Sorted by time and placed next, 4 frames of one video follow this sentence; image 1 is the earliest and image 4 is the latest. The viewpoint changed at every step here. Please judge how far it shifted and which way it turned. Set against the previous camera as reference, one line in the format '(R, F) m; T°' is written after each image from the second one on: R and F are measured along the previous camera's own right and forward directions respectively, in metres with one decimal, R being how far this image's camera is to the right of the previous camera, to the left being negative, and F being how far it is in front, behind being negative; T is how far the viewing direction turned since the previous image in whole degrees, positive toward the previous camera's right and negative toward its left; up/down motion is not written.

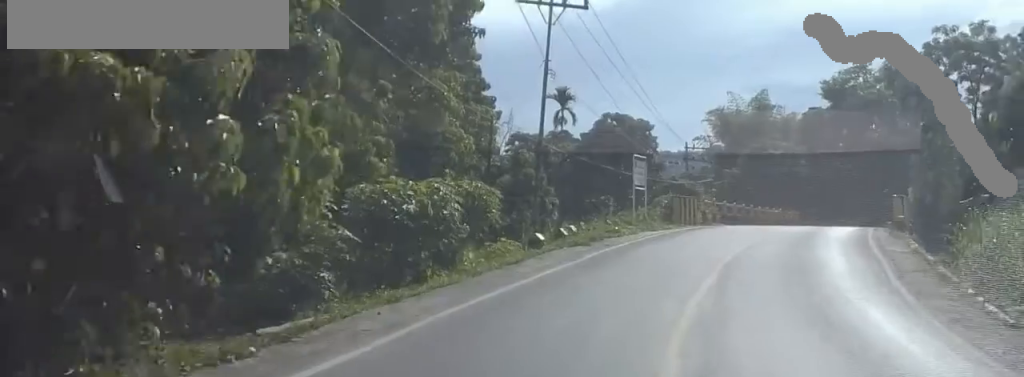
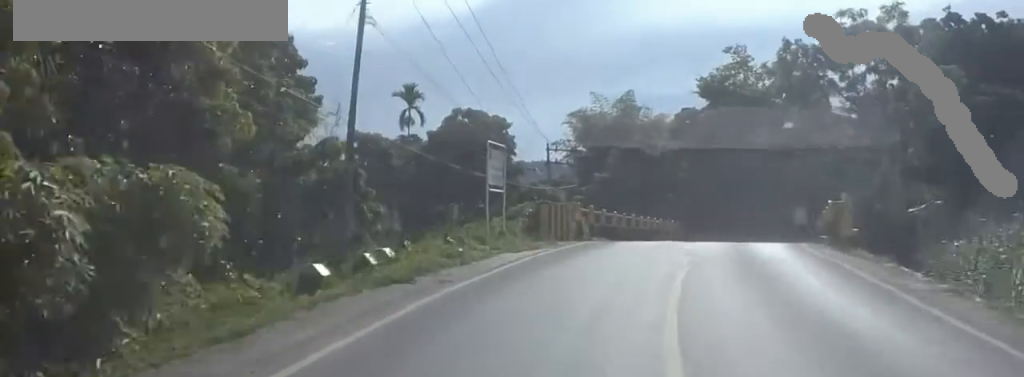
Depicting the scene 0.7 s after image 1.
(0.0, +9.2) m; +4°
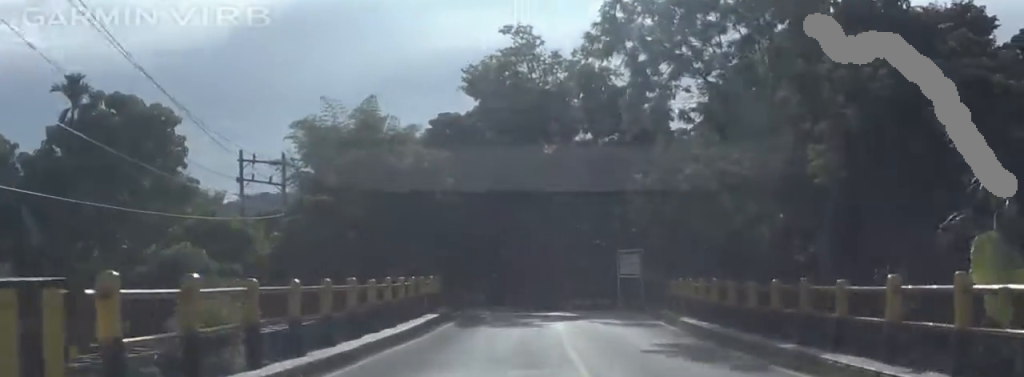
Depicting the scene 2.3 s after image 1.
(+2.0, +21.1) m; +11°
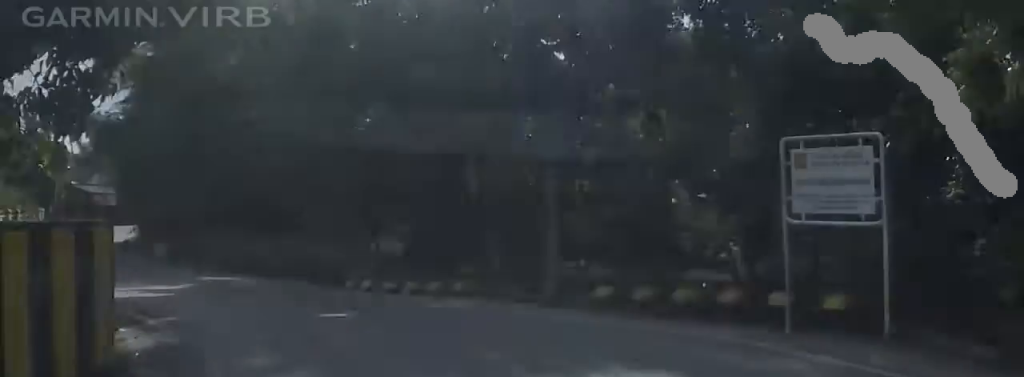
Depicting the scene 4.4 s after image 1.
(+3.0, +25.4) m; +2°
